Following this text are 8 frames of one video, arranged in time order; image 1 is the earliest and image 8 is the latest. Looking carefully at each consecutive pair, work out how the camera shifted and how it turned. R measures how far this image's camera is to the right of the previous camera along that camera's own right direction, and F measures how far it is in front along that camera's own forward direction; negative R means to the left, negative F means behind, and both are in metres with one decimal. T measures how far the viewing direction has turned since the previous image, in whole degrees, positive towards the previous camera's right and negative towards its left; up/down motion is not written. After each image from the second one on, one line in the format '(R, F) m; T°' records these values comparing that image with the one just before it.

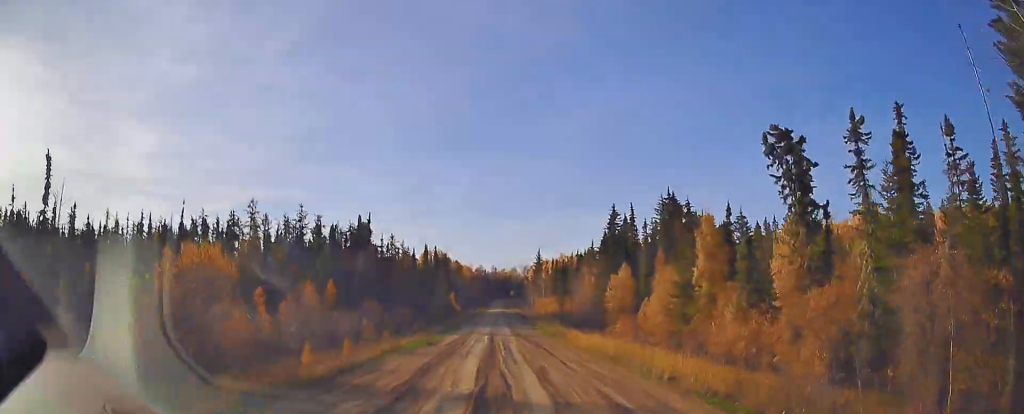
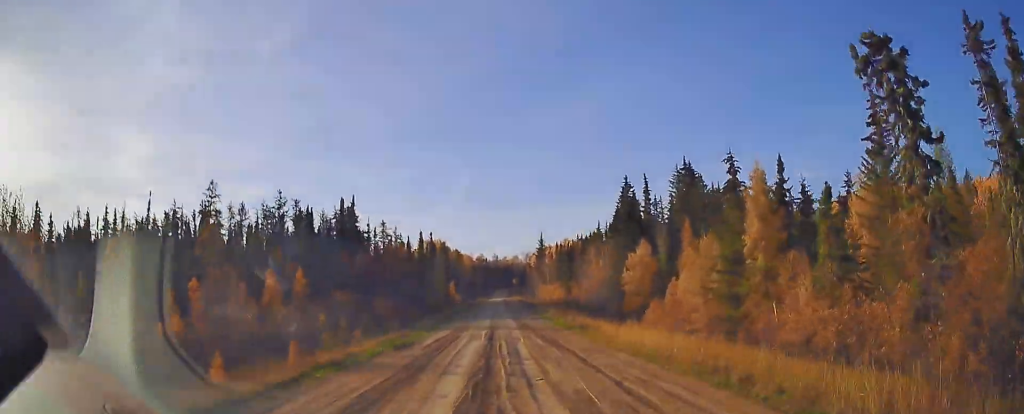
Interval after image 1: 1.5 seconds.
(0.0, +9.5) m; +1°
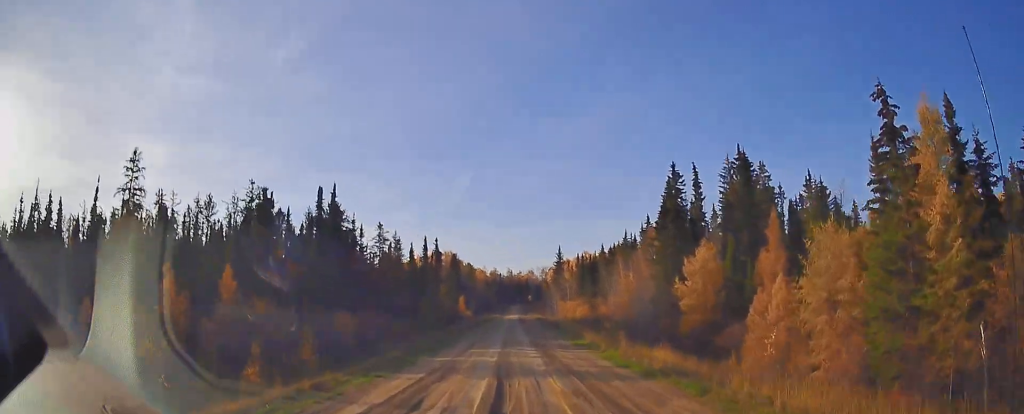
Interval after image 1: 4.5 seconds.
(+0.5, +17.2) m; +2°
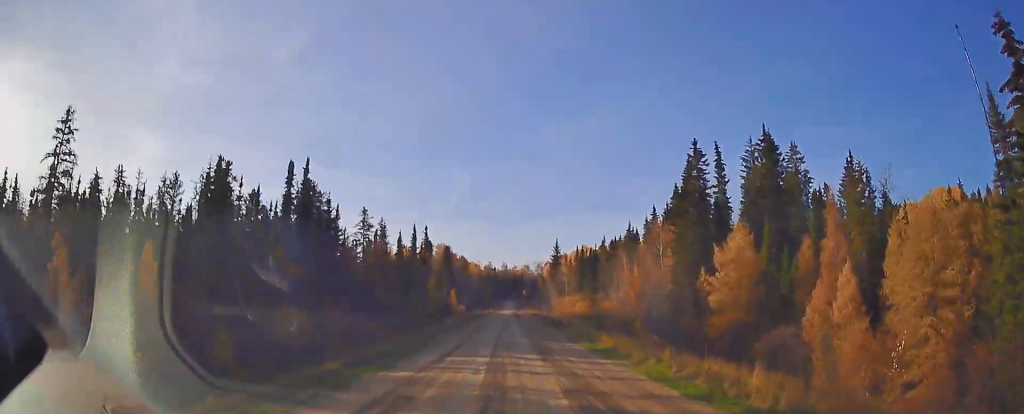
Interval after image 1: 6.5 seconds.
(+0.3, +10.9) m; -1°
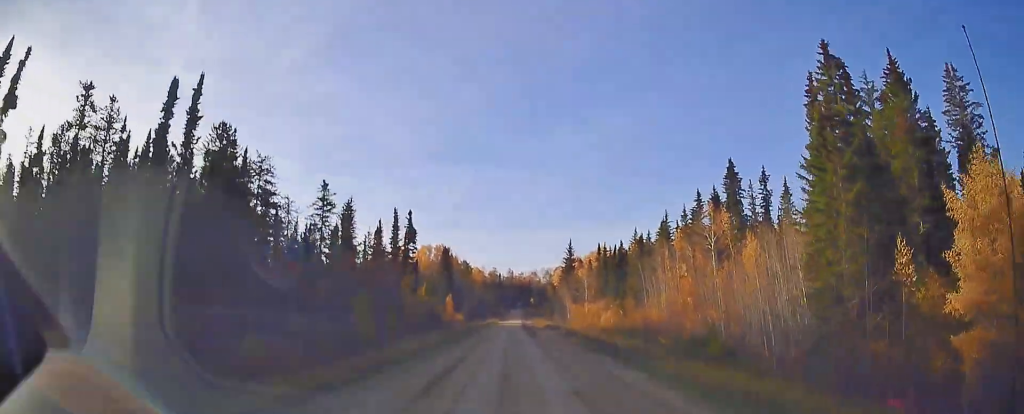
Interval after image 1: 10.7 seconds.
(-1.1, +23.6) m; -4°
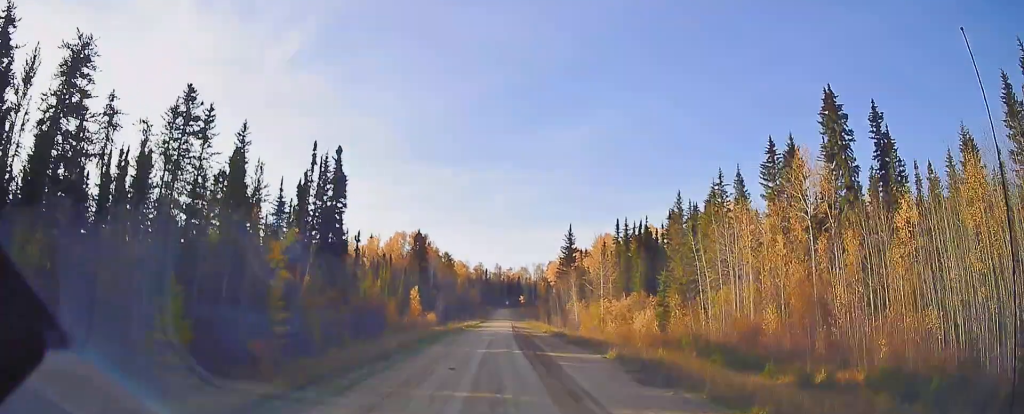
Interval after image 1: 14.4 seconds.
(+0.2, +19.1) m; +3°
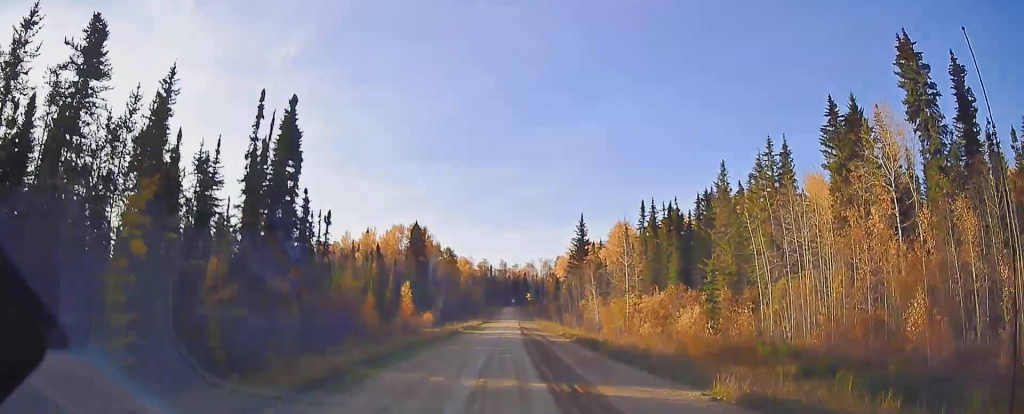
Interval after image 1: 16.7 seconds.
(+0.3, +9.7) m; +1°
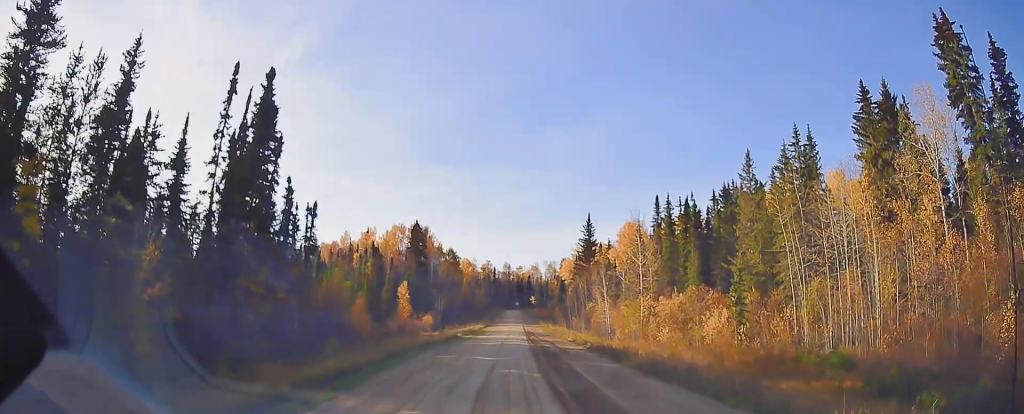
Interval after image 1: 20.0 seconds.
(-0.2, +10.6) m; -3°
